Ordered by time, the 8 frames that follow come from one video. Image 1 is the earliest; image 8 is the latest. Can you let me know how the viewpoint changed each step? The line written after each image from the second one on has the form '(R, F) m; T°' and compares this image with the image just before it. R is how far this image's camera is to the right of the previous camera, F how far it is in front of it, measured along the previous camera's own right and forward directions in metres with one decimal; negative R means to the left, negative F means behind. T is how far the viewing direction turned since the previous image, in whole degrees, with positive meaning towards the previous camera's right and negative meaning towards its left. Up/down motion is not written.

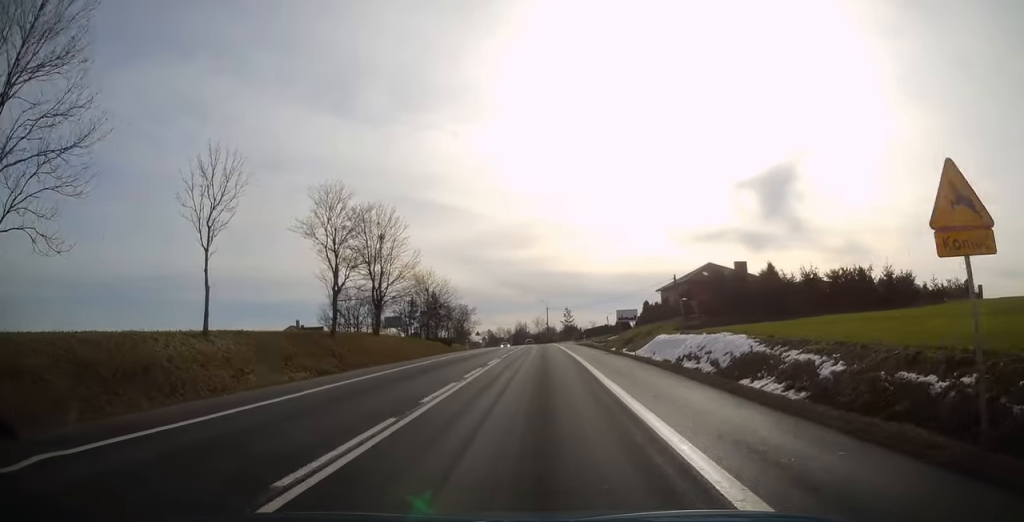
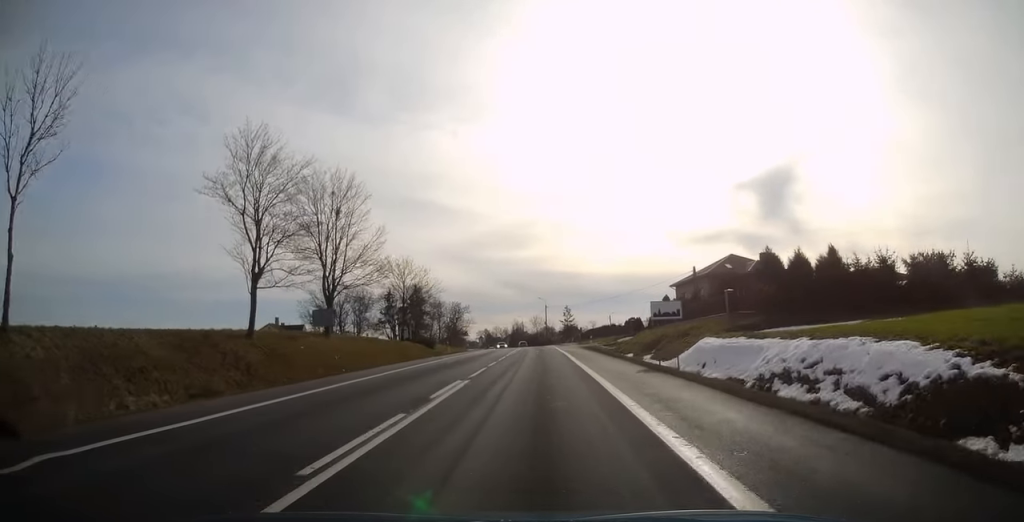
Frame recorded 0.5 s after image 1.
(+0.1, +11.9) m; +1°
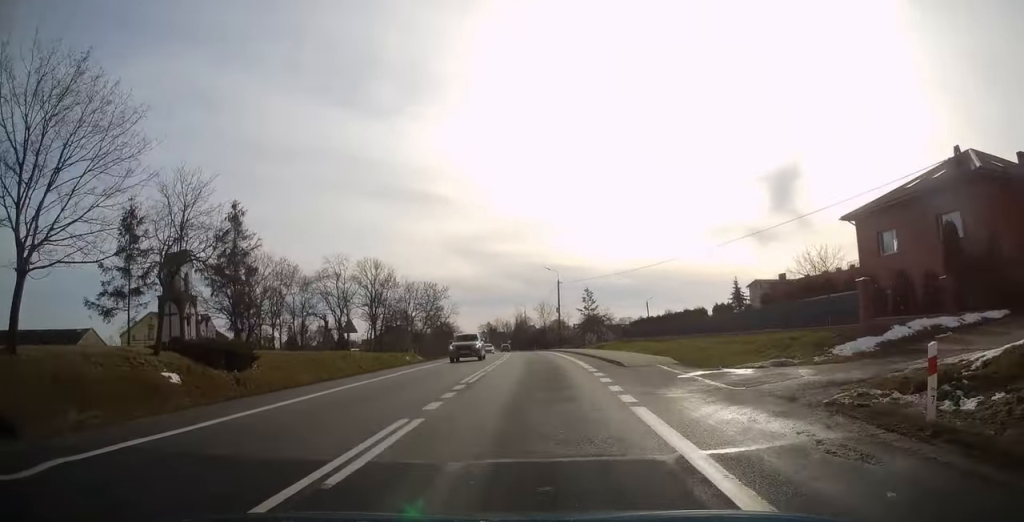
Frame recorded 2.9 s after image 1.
(+0.2, +48.5) m; 0°
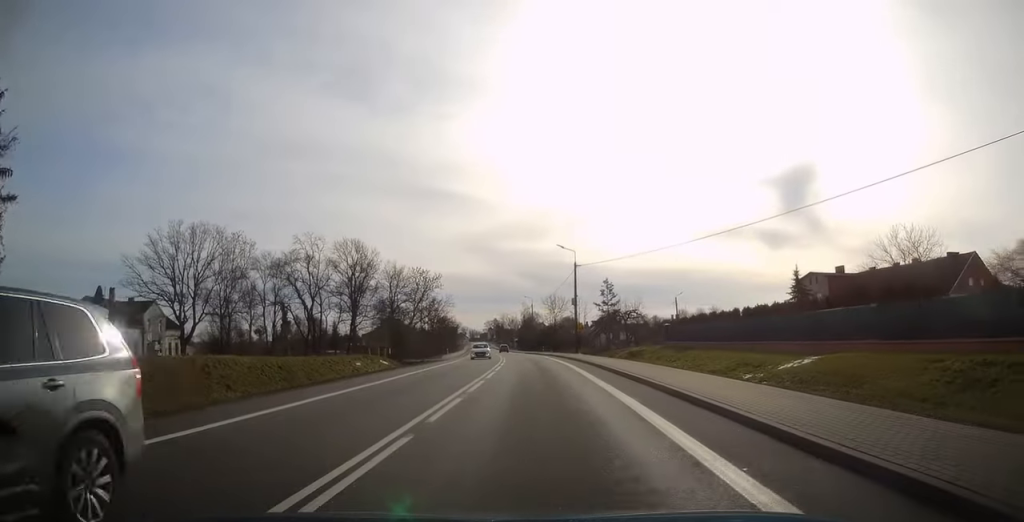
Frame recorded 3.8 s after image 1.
(-0.1, +18.1) m; -1°
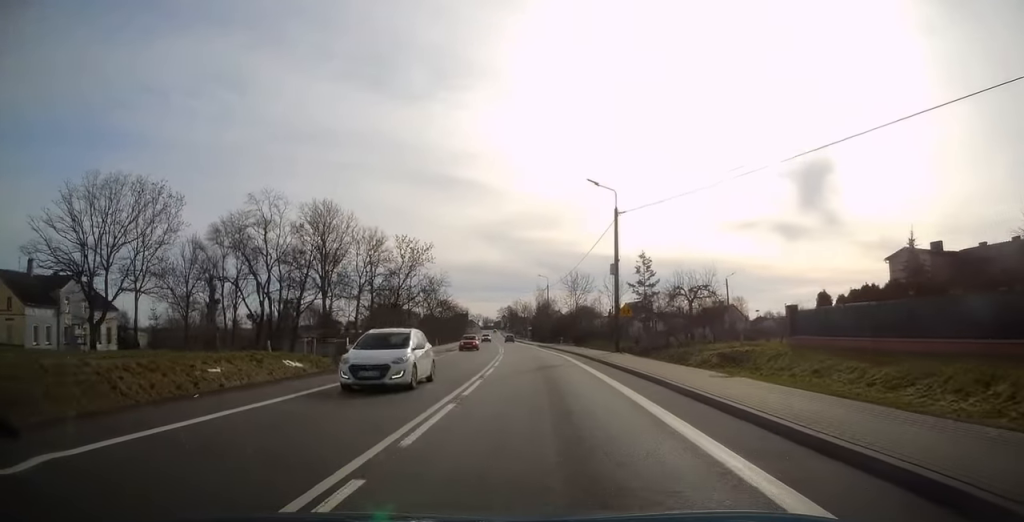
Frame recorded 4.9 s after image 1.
(-0.3, +20.4) m; -2°
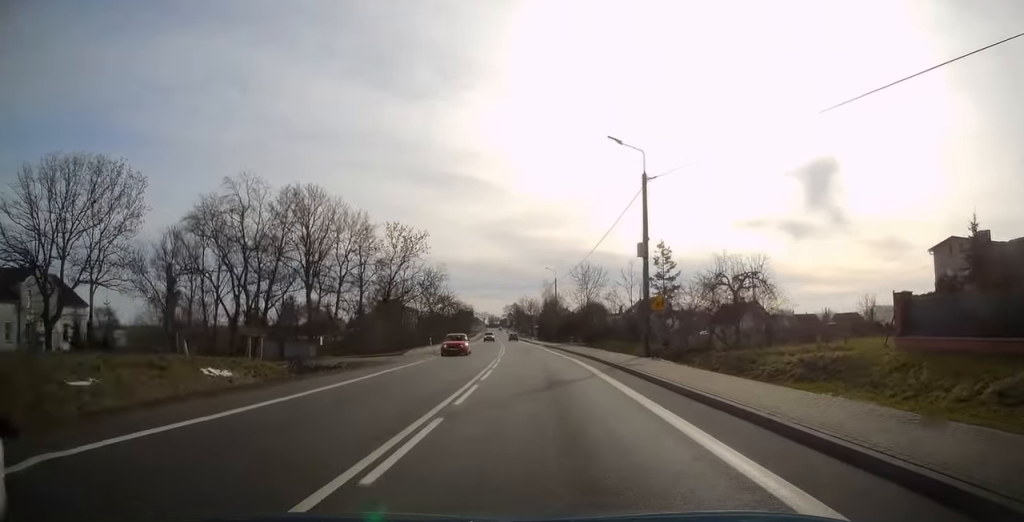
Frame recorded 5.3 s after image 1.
(0.0, +7.7) m; -1°
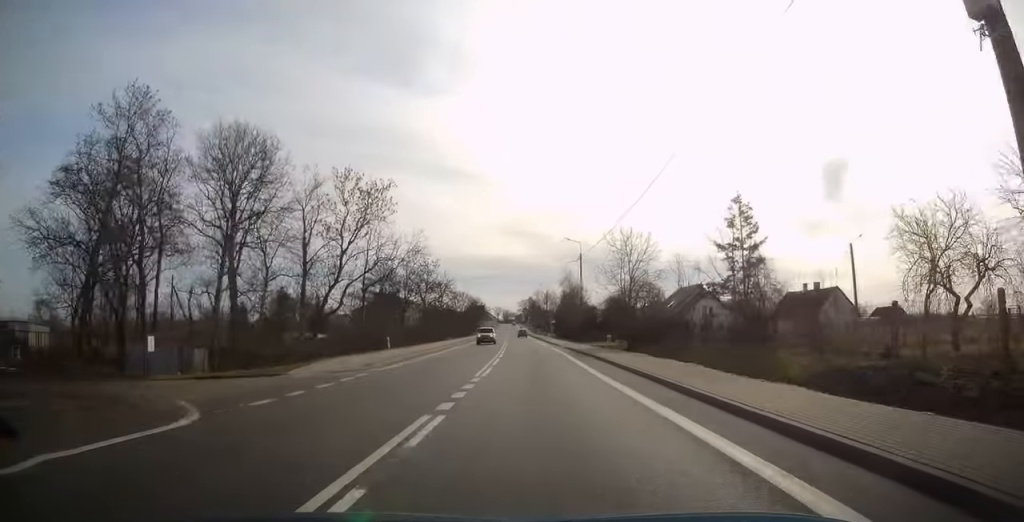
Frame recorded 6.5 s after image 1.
(-0.5, +21.6) m; -1°
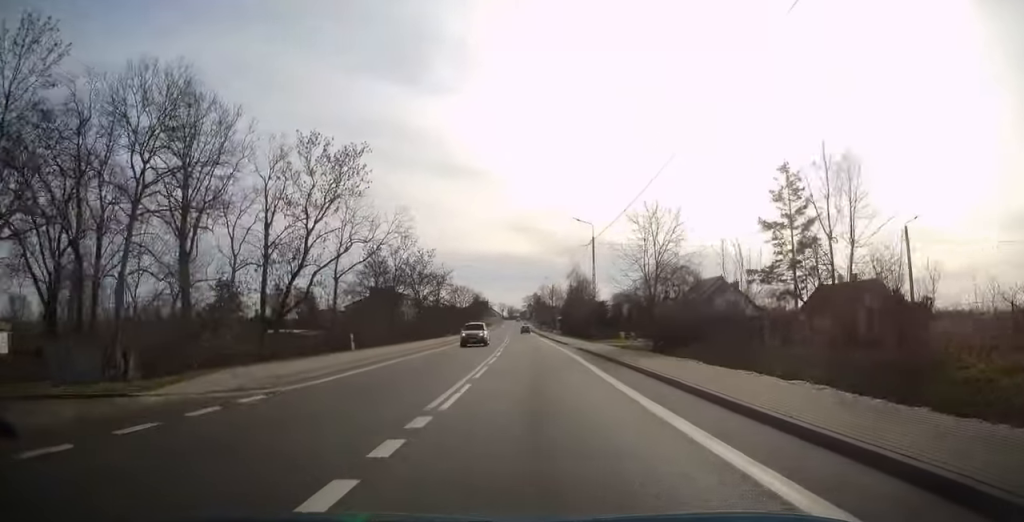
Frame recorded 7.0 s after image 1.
(0.0, +8.3) m; 0°
